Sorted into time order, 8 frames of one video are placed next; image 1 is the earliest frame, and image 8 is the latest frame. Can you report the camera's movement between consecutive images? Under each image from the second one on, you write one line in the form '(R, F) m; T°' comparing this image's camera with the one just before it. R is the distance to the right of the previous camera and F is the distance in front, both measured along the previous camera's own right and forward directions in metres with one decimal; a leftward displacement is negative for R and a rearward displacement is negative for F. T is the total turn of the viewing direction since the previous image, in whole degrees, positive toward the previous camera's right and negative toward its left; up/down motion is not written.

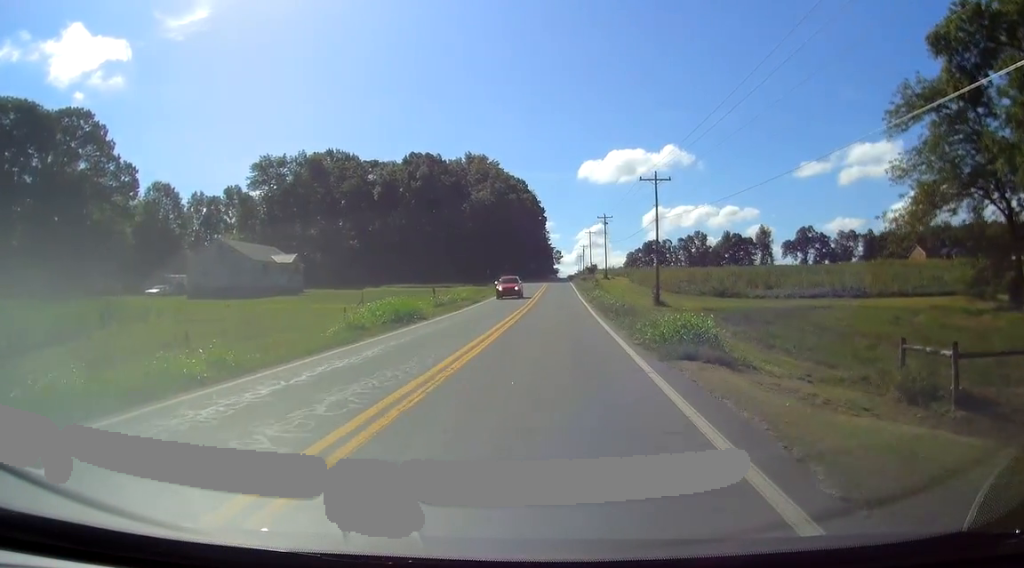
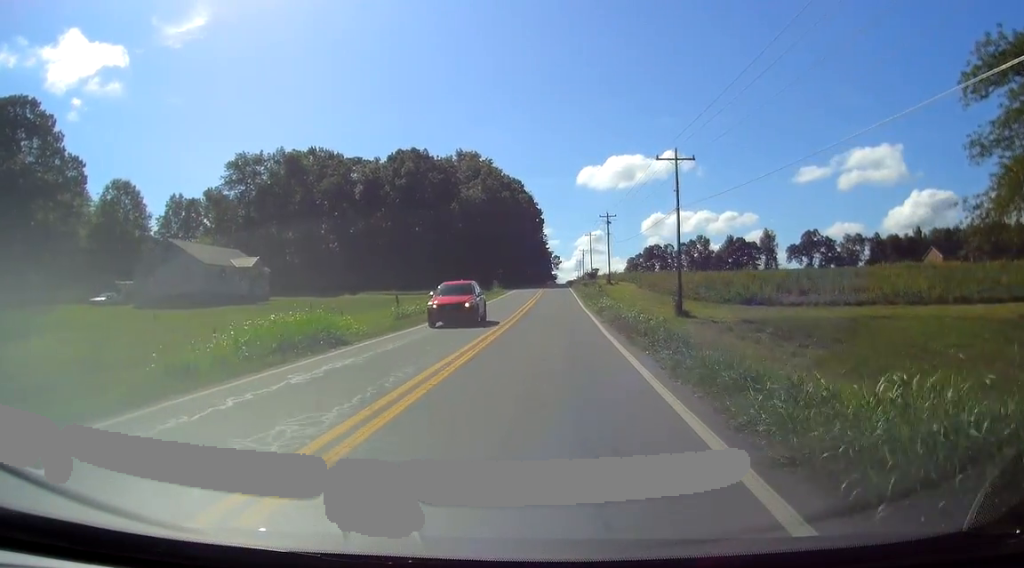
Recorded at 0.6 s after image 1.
(0.0, +10.7) m; 0°
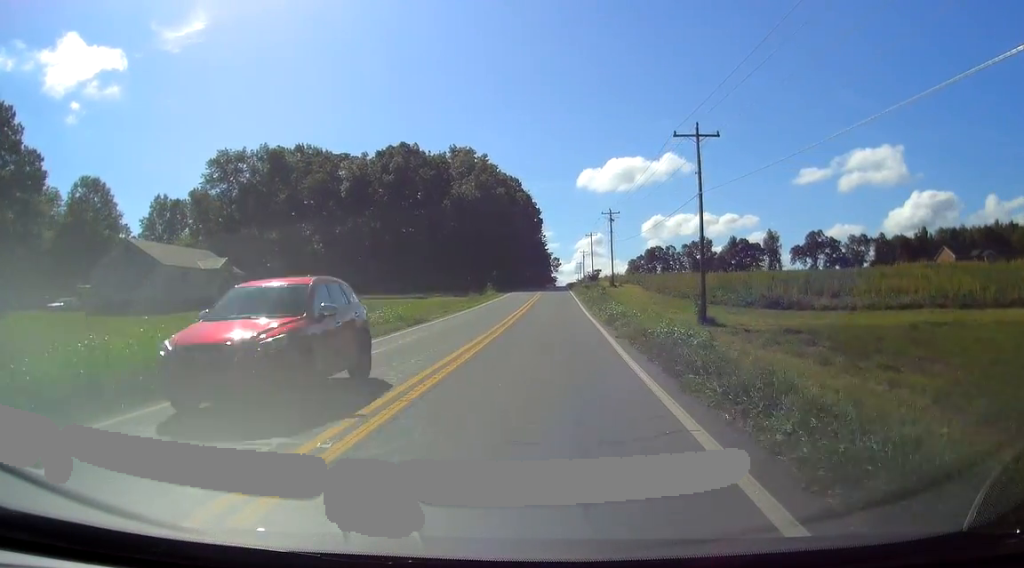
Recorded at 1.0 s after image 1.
(0.0, +7.2) m; 0°
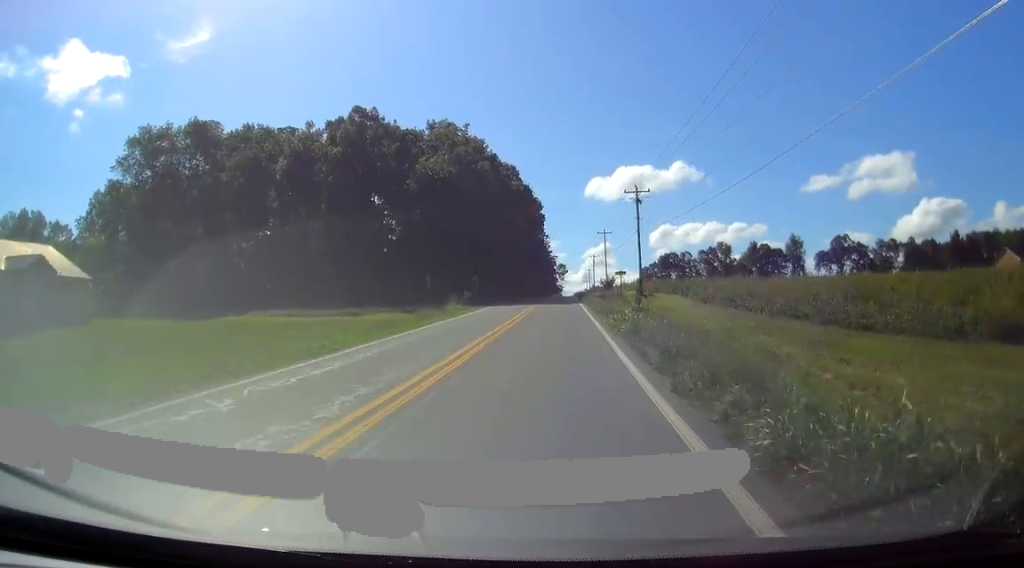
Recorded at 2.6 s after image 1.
(0.0, +27.5) m; 0°
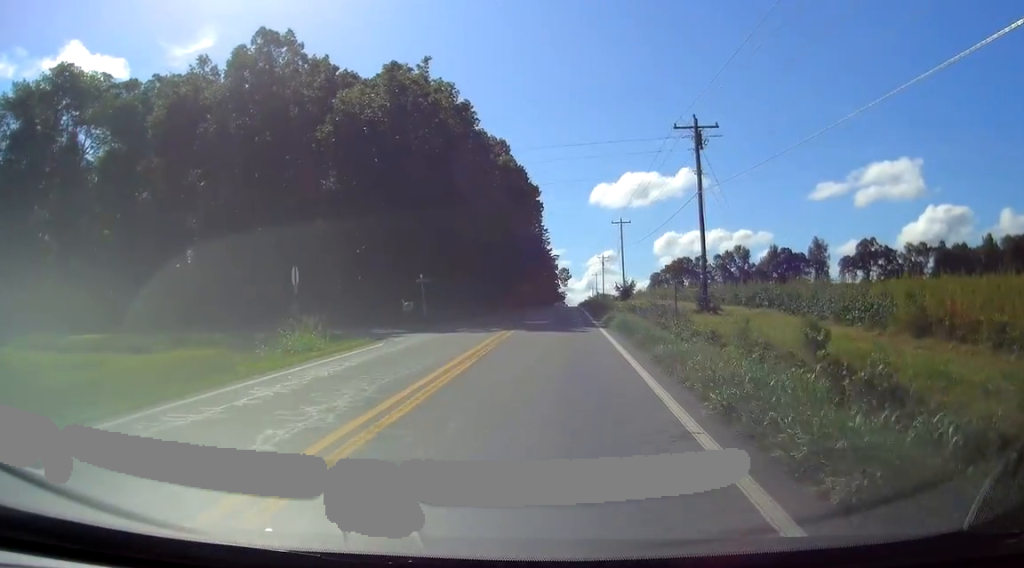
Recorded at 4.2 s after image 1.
(0.0, +28.1) m; 0°
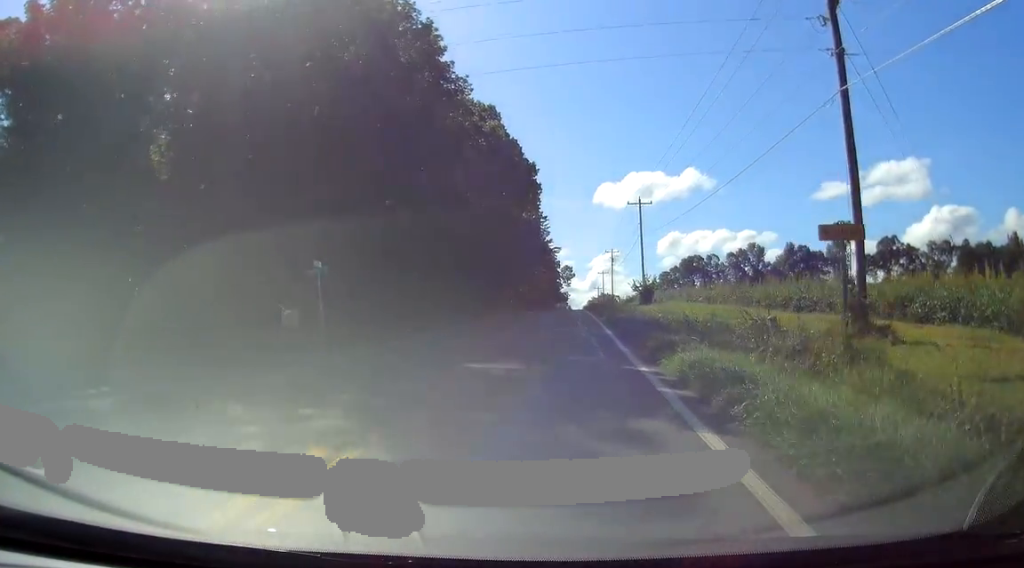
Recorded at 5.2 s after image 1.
(0.0, +19.1) m; -1°
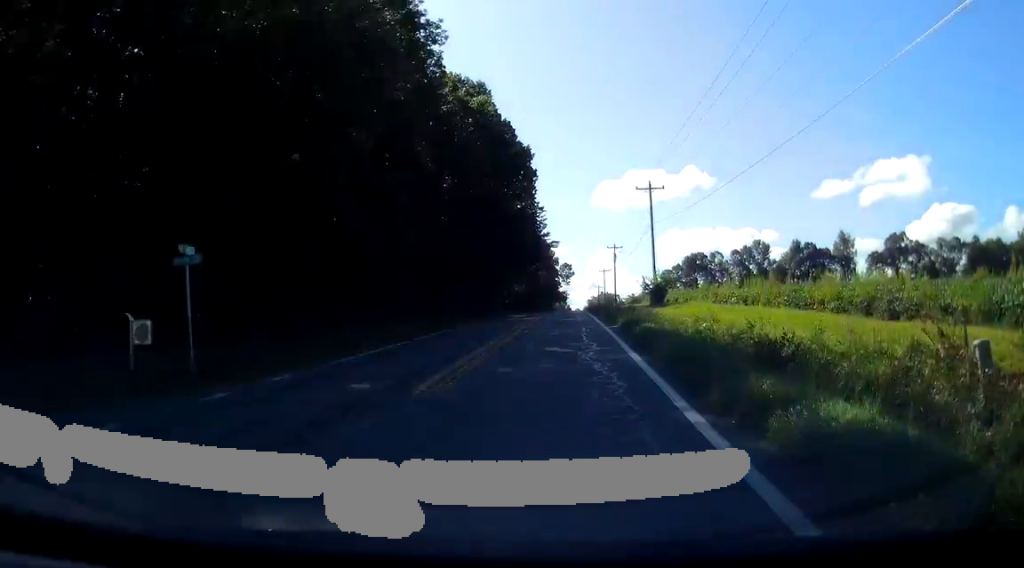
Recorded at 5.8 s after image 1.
(-0.1, +9.3) m; 0°
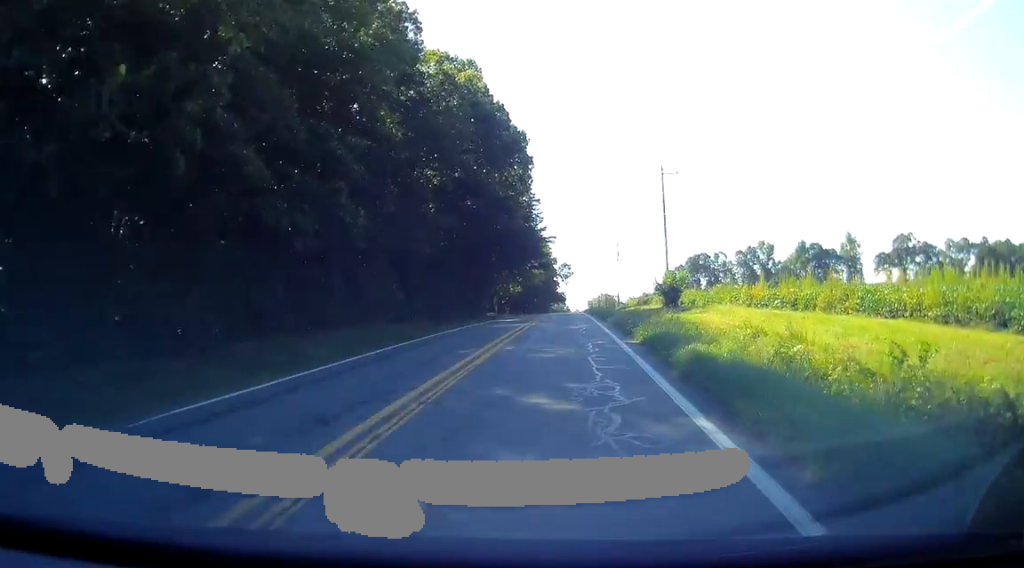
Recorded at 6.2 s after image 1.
(0.0, +7.8) m; 0°
